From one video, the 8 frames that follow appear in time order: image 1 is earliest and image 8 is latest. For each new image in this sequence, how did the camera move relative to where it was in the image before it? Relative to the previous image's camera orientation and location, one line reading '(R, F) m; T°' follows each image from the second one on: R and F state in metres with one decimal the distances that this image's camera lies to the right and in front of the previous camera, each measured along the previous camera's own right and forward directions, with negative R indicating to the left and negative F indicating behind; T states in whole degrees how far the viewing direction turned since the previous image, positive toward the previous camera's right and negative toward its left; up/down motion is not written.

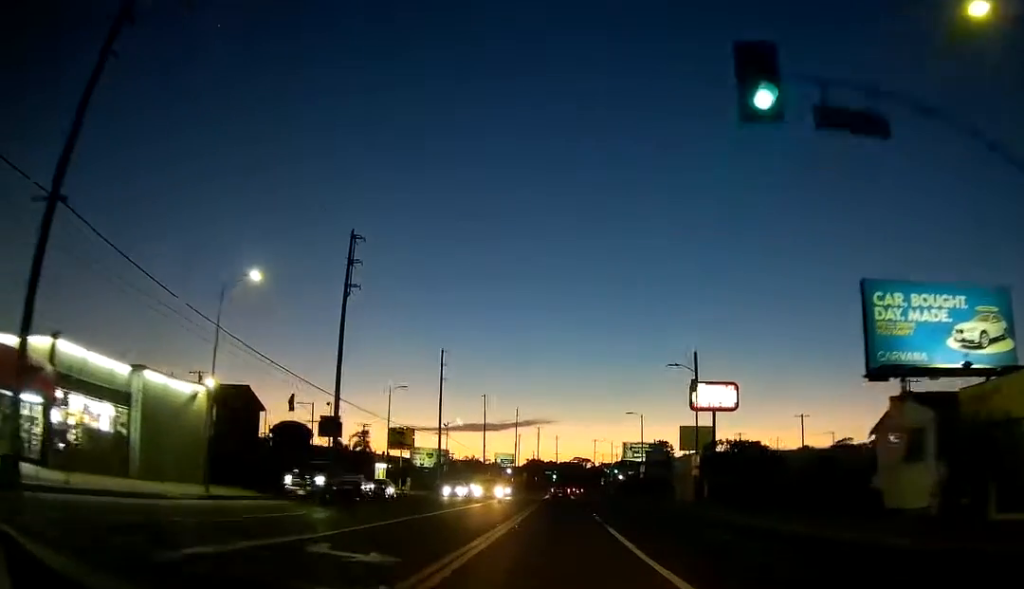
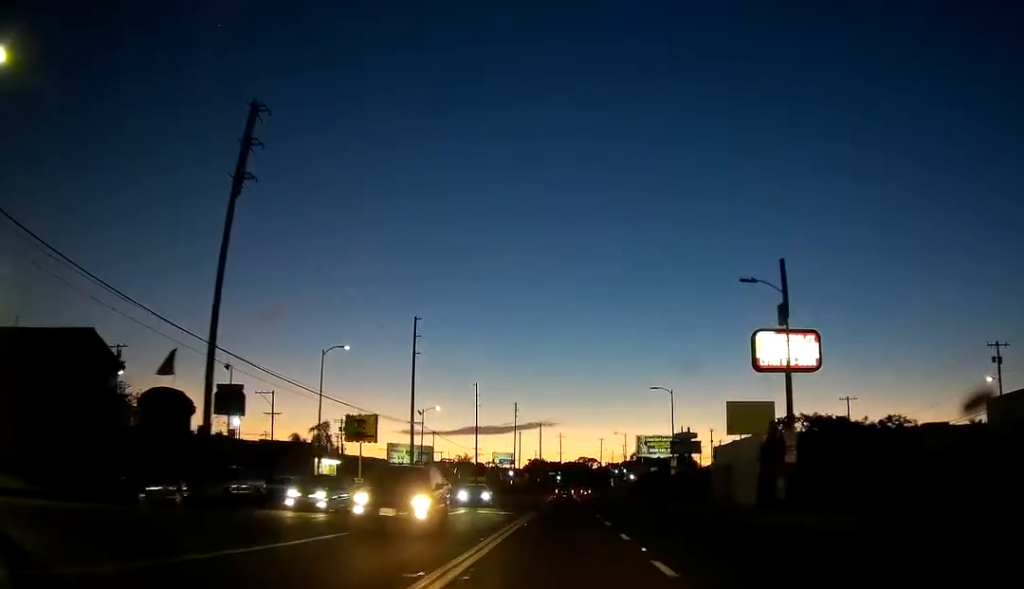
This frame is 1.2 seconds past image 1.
(0.0, +20.6) m; -1°
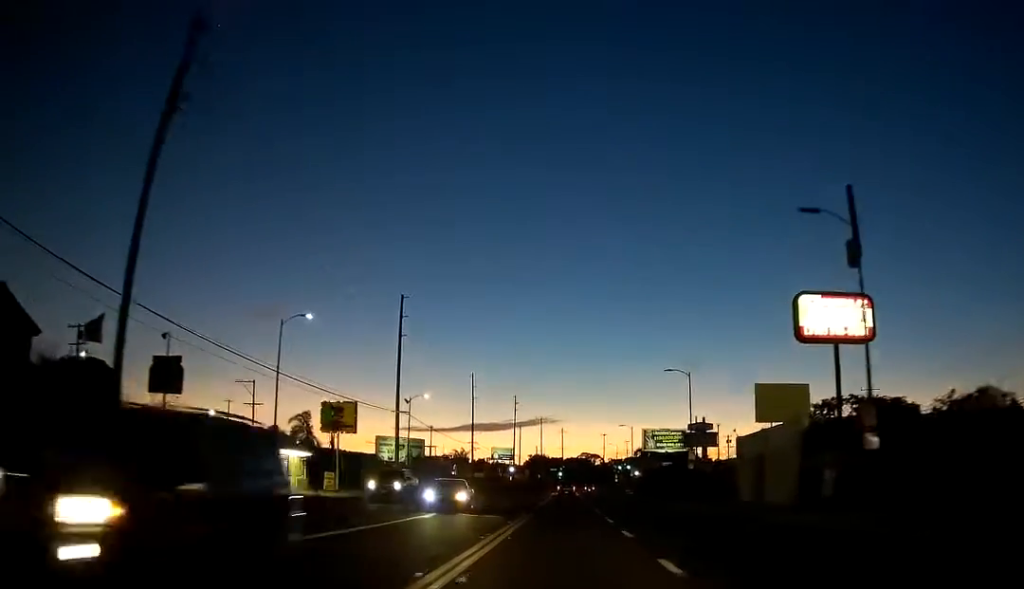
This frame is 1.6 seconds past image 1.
(0.0, +7.3) m; +1°
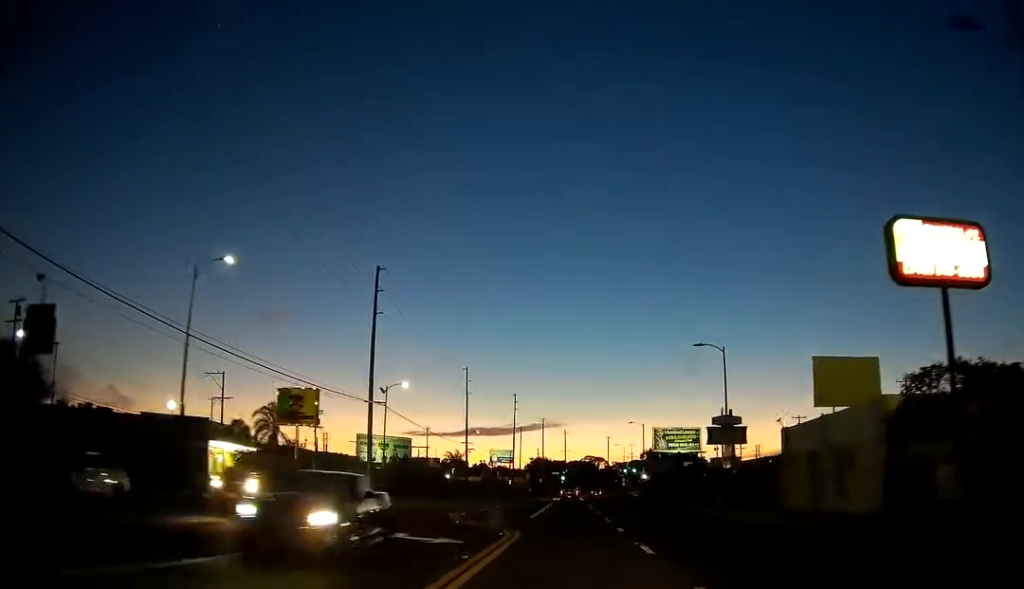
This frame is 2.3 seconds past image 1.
(-0.3, +10.6) m; +1°
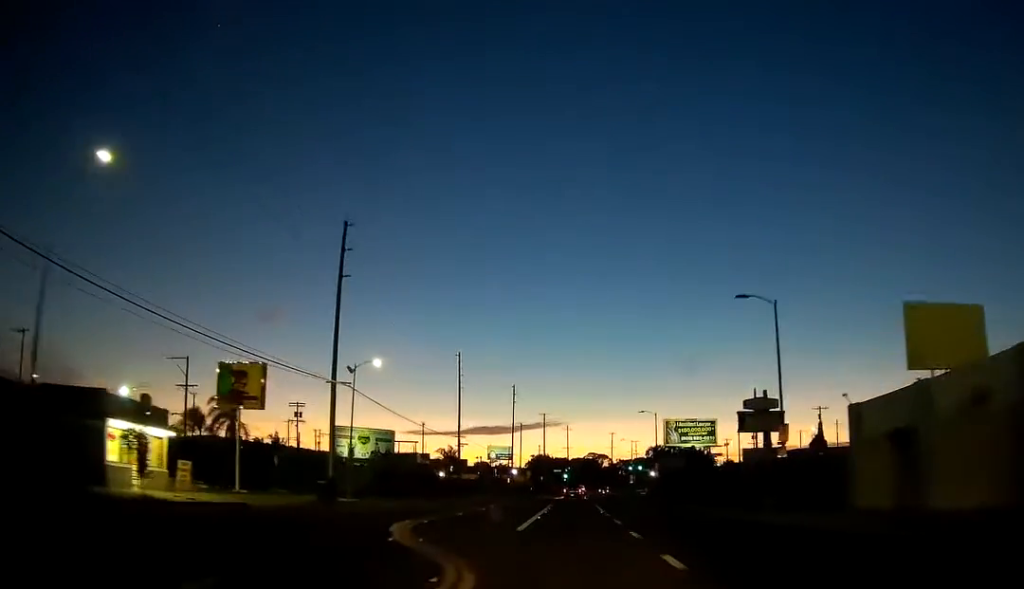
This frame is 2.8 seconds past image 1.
(+0.4, +9.7) m; 0°
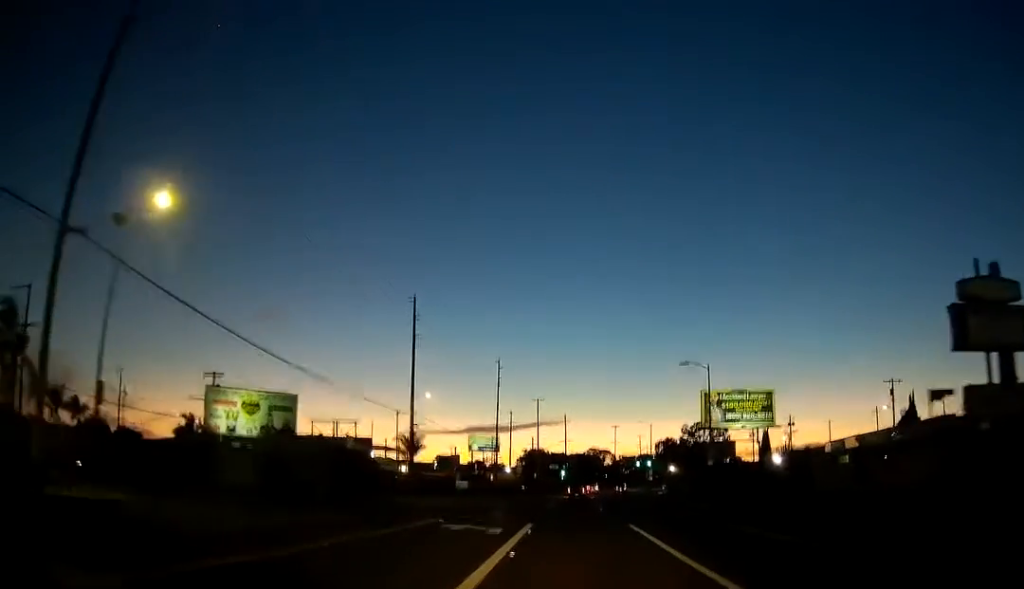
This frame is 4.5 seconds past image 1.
(-0.5, +29.8) m; -2°
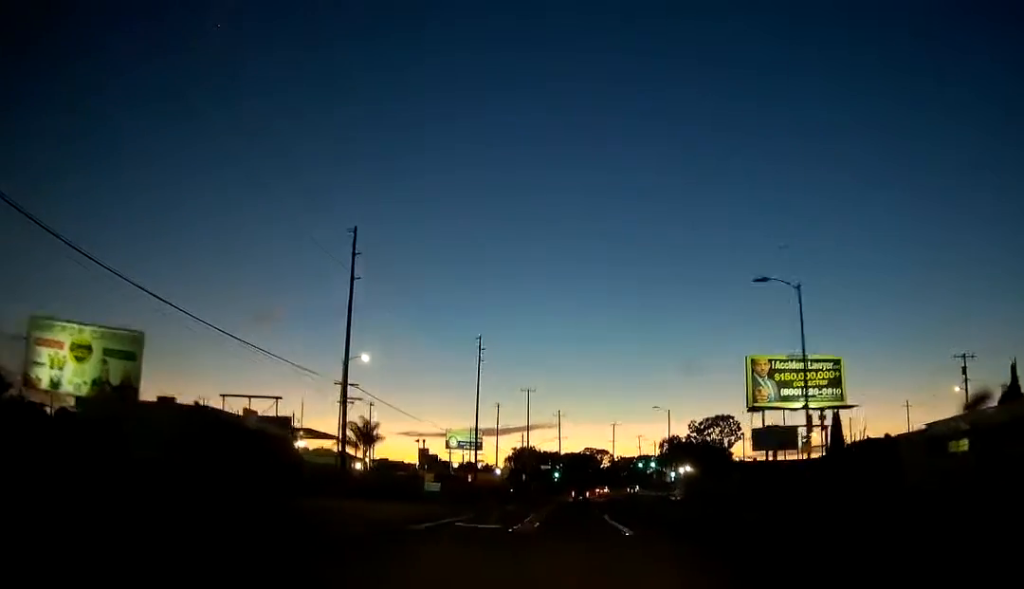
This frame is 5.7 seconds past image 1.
(+0.1, +20.7) m; 0°
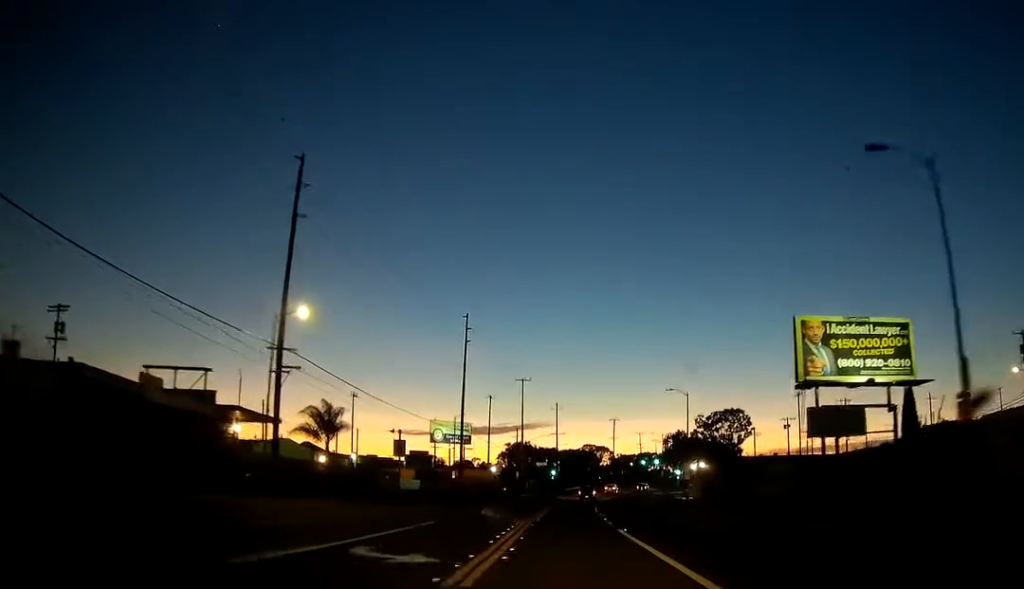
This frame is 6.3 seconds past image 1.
(-0.1, +11.6) m; 0°
